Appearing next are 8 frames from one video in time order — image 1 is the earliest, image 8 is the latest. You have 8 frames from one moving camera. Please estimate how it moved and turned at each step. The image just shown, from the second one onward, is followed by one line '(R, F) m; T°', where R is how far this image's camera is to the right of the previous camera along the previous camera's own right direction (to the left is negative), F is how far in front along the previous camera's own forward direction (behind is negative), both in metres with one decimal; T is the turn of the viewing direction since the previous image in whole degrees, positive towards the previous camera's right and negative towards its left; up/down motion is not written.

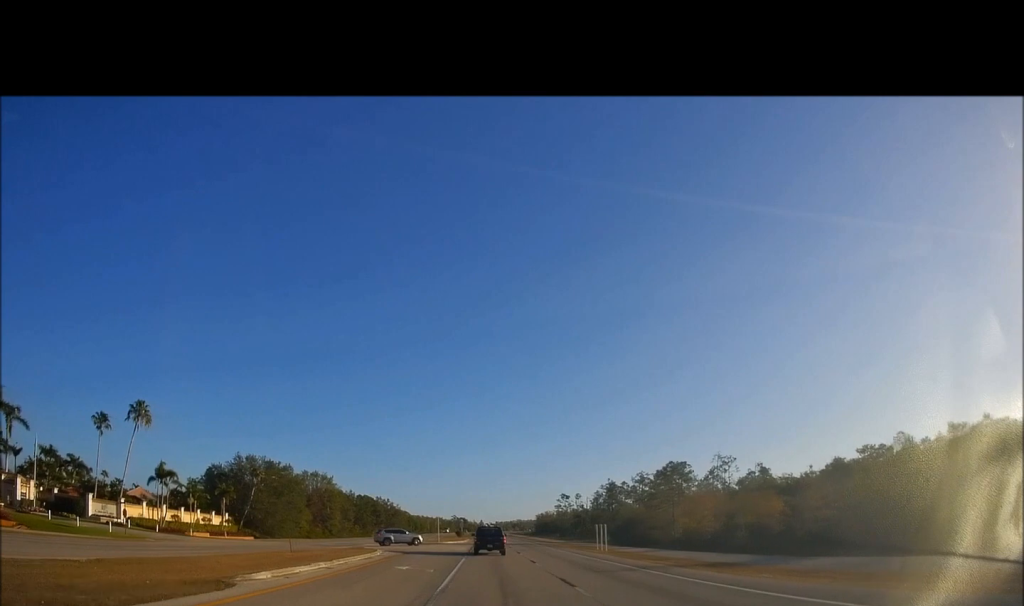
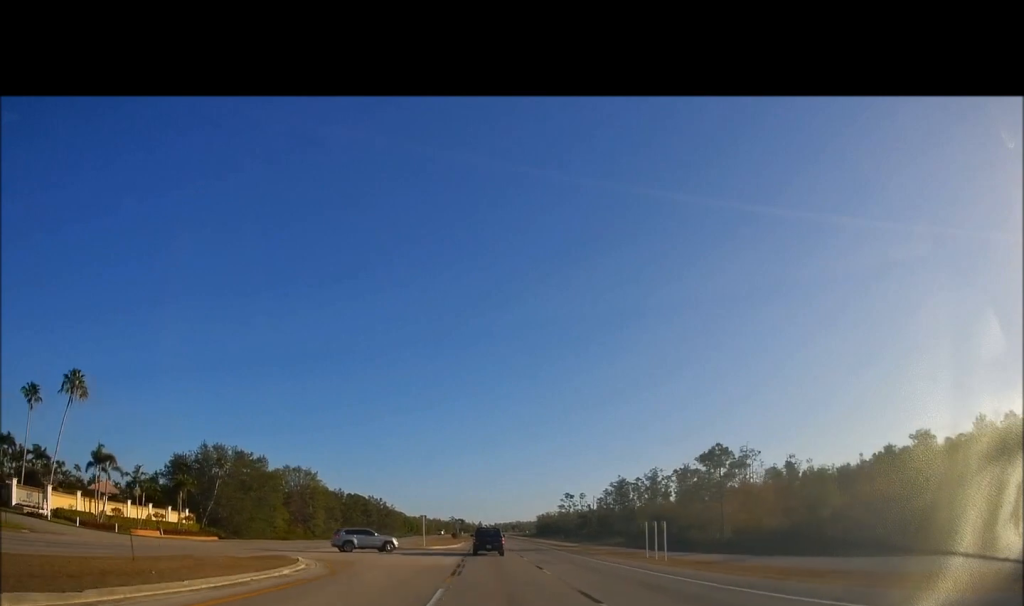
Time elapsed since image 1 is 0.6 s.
(-0.3, +16.0) m; -1°
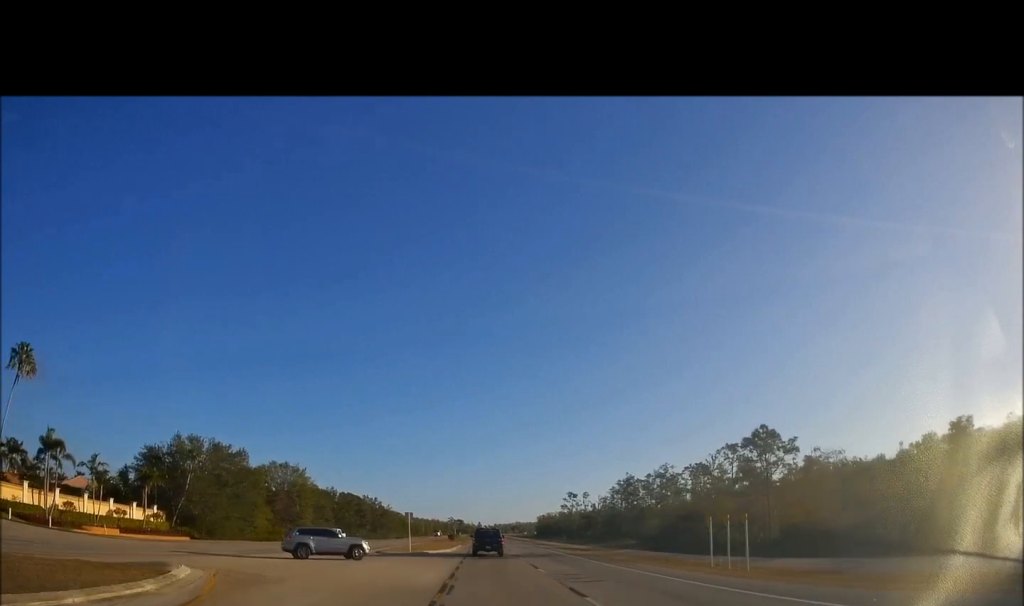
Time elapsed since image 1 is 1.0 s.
(0.0, +10.6) m; 0°
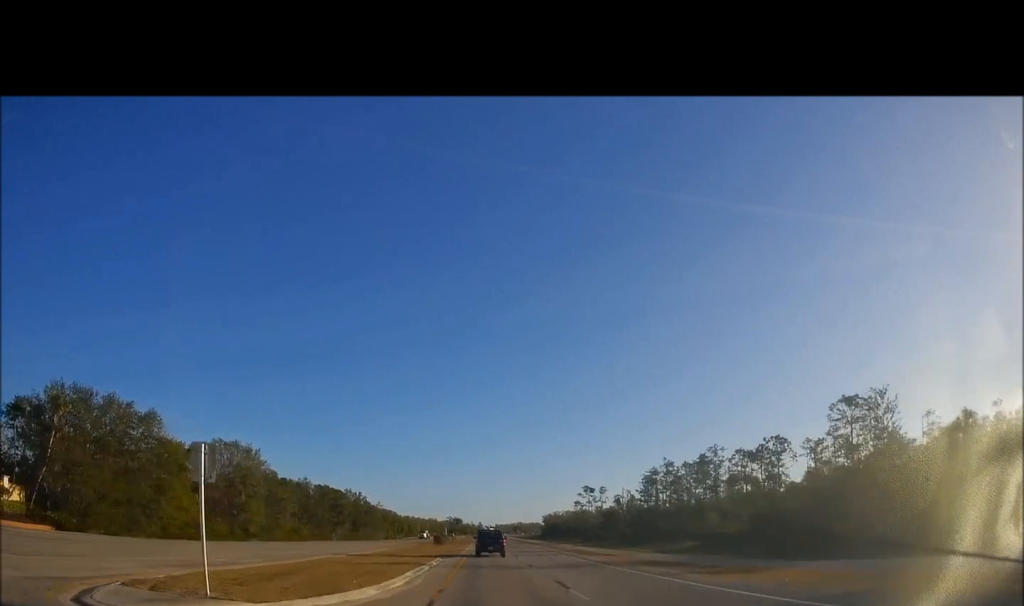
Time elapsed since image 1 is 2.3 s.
(0.0, +34.6) m; +1°
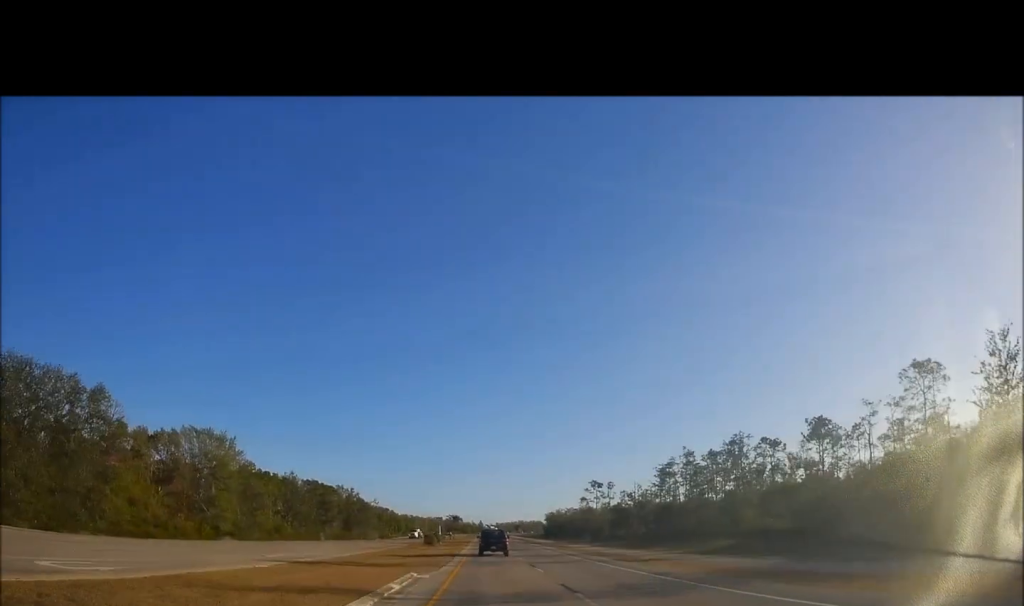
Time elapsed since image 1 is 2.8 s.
(-0.1, +13.3) m; 0°
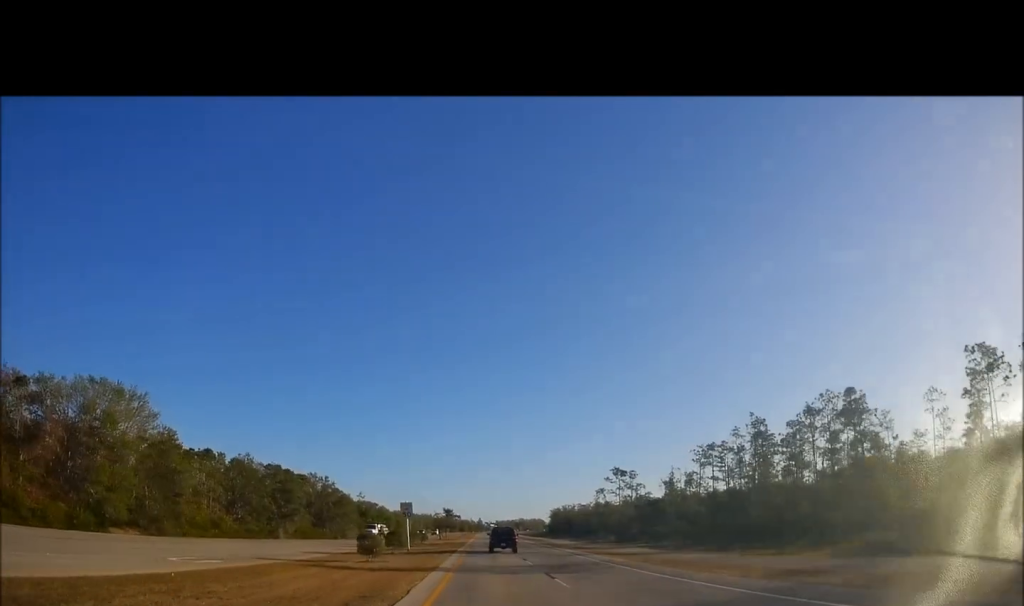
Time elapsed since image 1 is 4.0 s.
(+0.5, +32.7) m; 0°
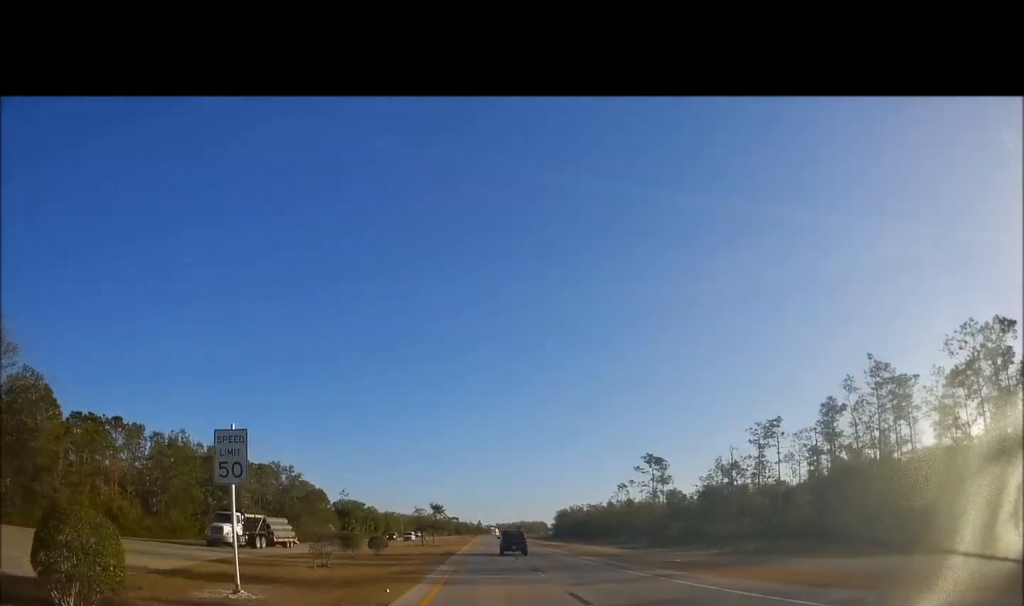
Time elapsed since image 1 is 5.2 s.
(-0.2, +32.0) m; 0°
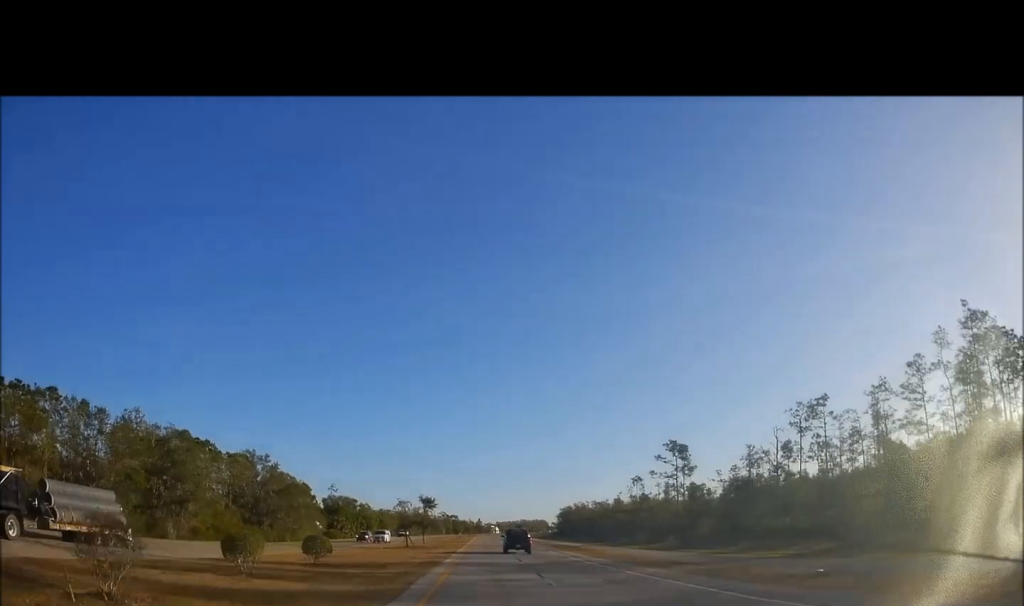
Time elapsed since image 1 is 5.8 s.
(+0.1, +16.0) m; 0°
